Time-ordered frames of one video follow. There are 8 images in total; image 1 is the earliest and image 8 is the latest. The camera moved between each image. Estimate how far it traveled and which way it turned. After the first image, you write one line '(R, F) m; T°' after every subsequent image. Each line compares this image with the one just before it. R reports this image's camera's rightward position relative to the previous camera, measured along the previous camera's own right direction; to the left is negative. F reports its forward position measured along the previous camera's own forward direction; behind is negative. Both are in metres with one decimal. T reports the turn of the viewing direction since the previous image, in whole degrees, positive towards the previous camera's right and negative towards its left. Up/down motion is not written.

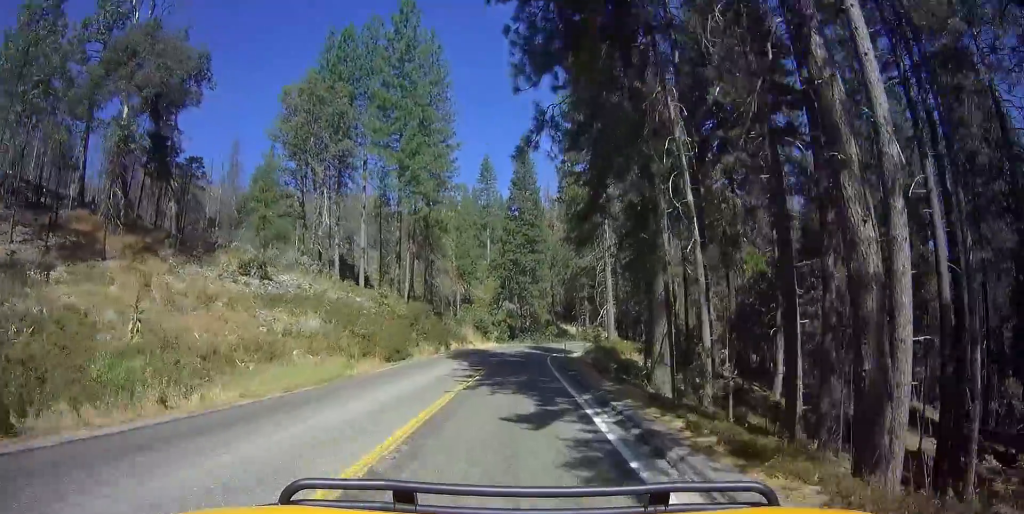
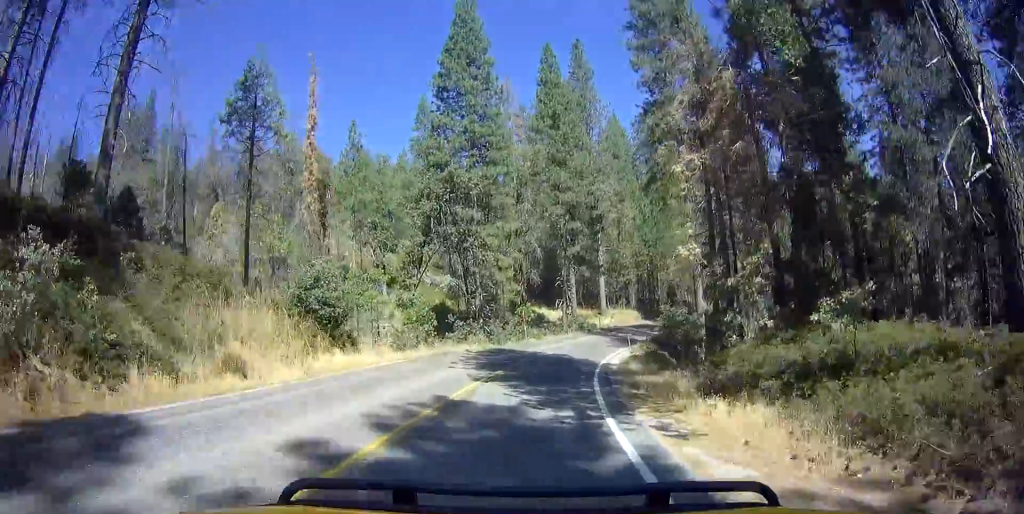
(+4.2, +45.0) m; +8°
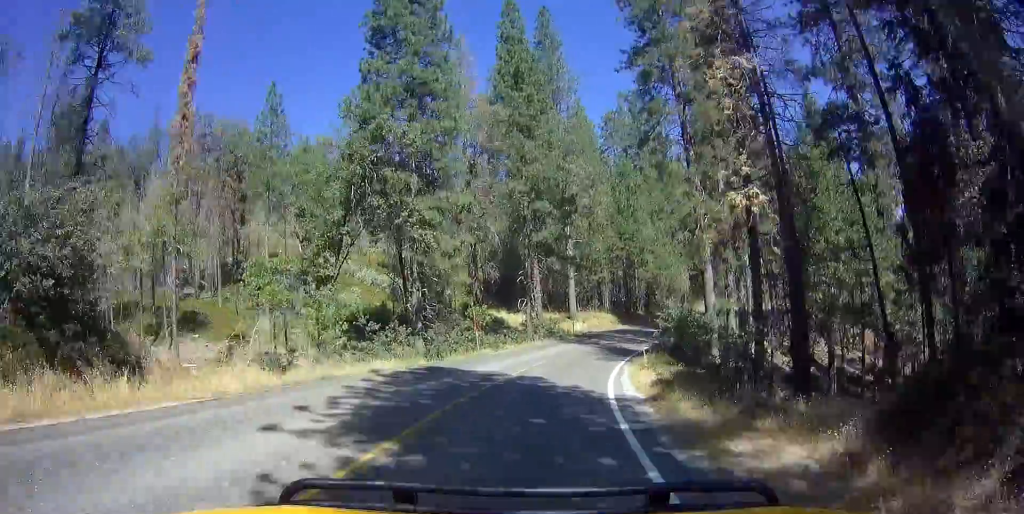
(+0.3, +12.1) m; +5°
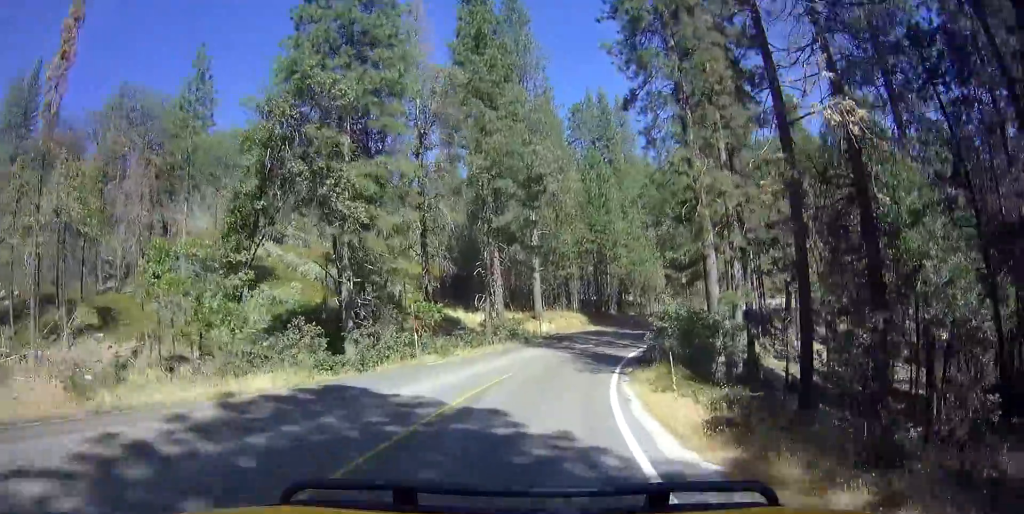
(0.0, +7.5) m; +3°
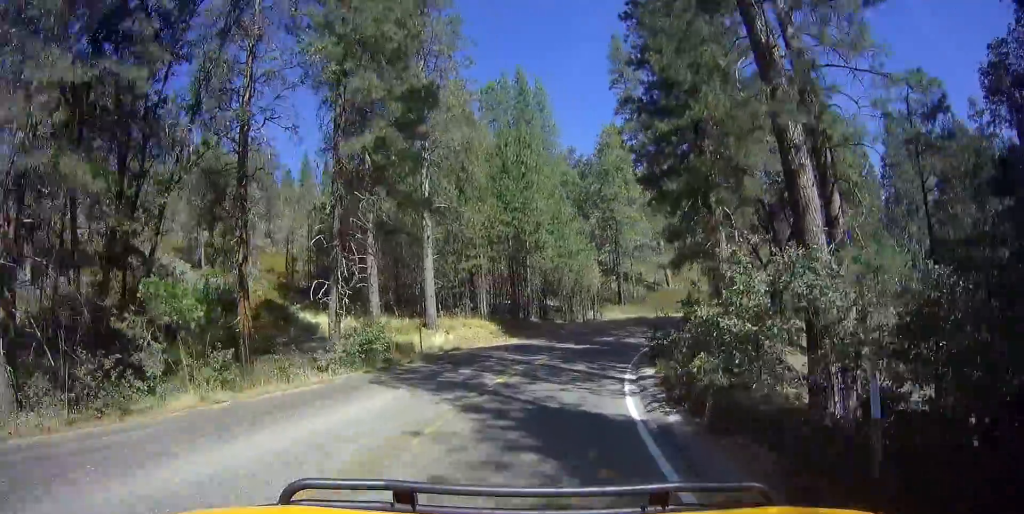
(+1.7, +18.7) m; +9°
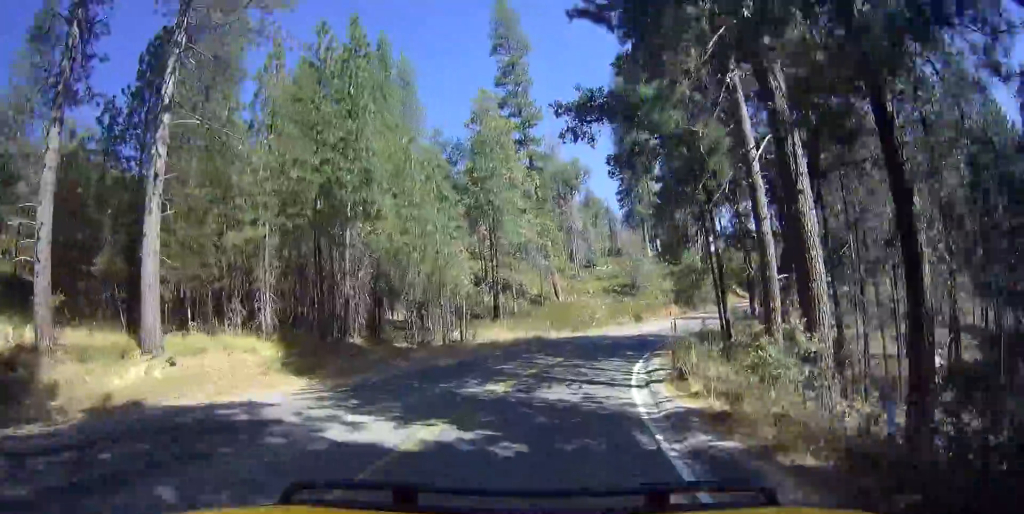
(+3.2, +21.9) m; +25°
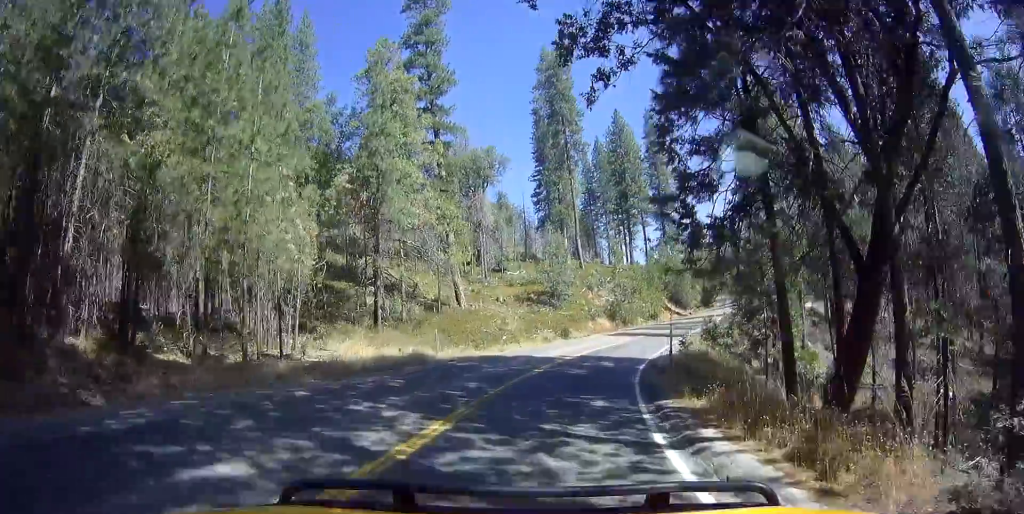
(+3.0, +14.0) m; +21°
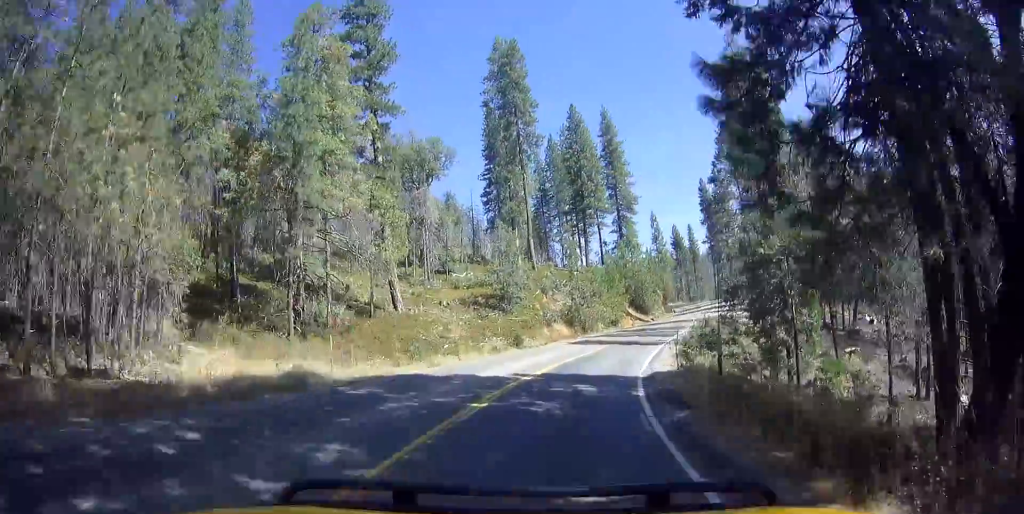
(+1.1, +7.8) m; +9°
